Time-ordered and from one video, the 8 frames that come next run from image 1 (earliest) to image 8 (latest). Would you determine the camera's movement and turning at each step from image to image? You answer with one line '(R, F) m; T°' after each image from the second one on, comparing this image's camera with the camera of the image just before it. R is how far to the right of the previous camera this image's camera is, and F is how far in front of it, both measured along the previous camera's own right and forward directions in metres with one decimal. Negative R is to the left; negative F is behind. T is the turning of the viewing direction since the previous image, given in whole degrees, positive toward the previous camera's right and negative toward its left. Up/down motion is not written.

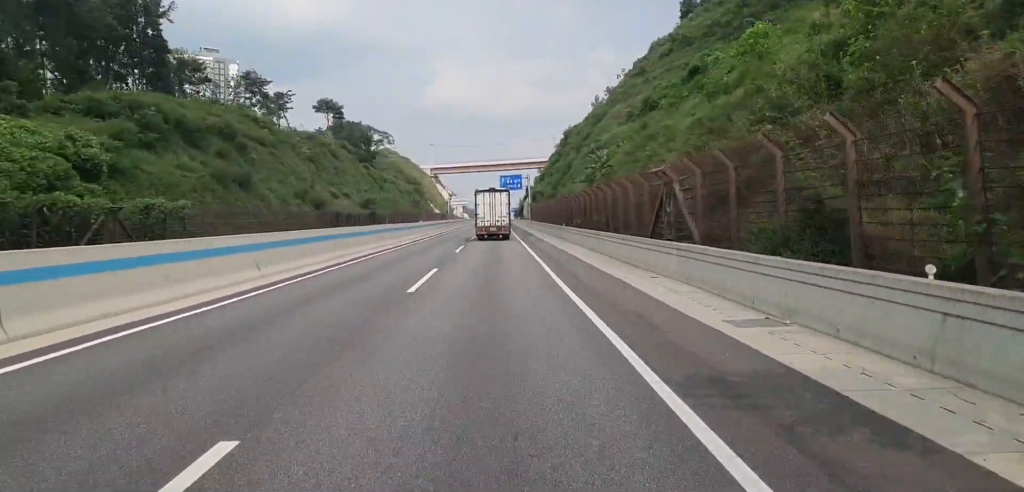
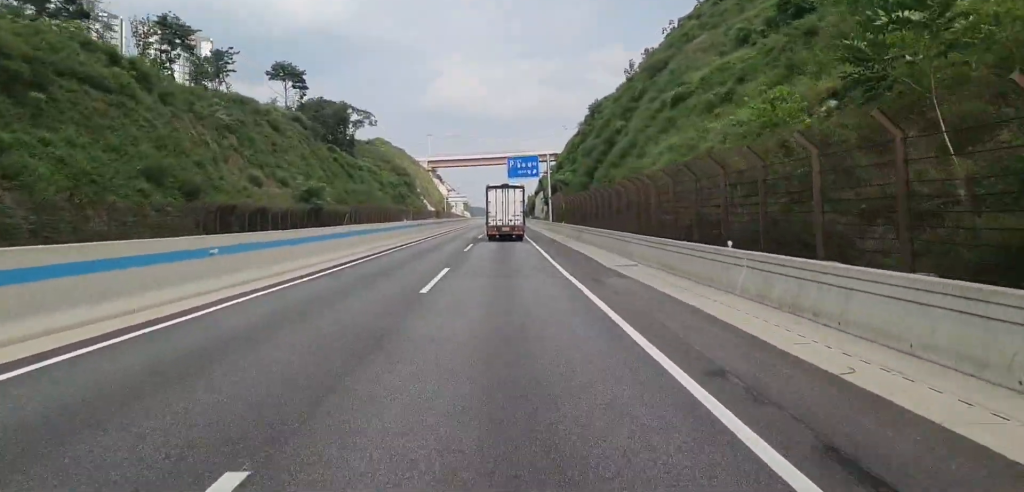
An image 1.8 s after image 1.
(+0.1, +40.6) m; -1°
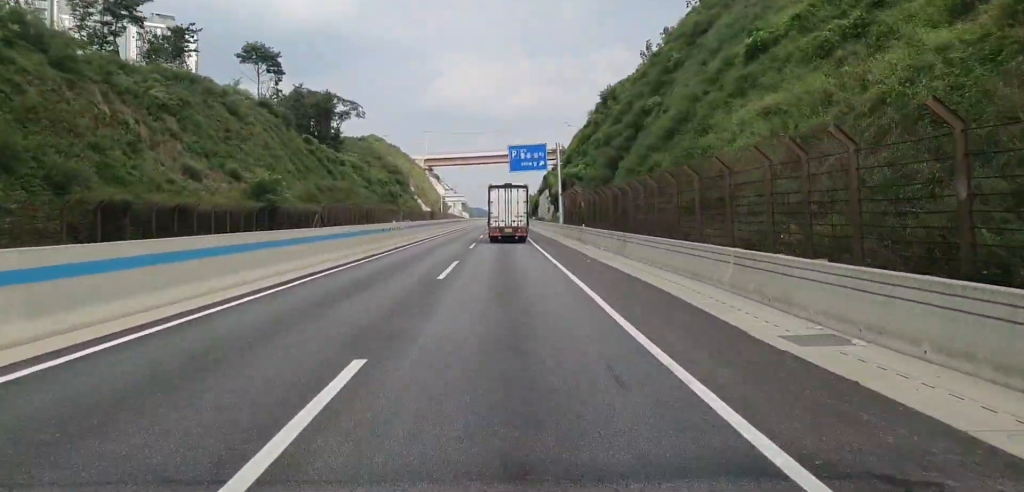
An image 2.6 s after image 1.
(-0.4, +16.2) m; 0°
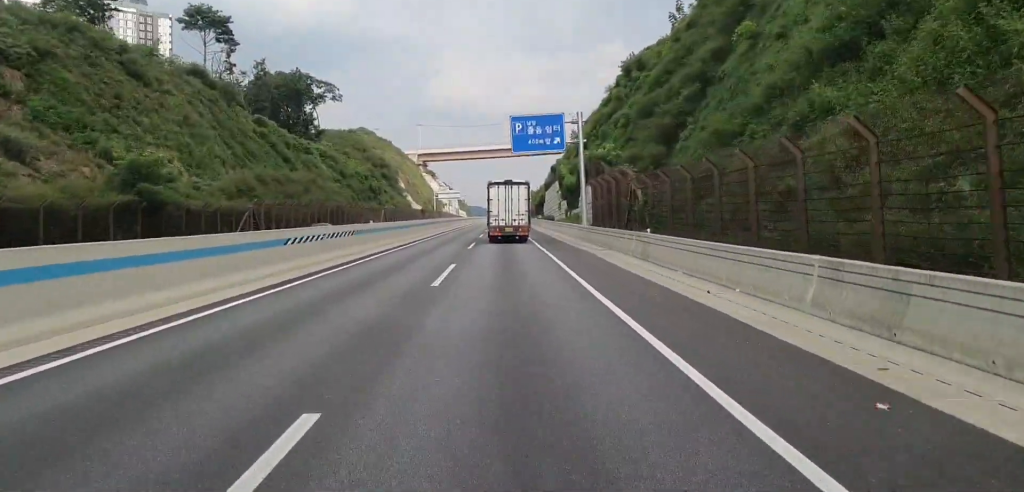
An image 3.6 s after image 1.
(+0.2, +22.7) m; +1°
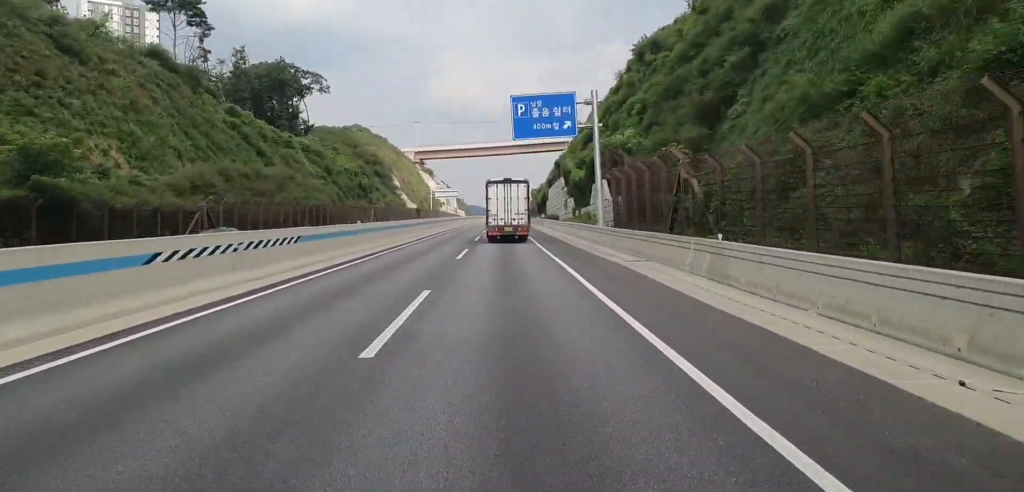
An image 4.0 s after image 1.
(+0.1, +9.5) m; +1°
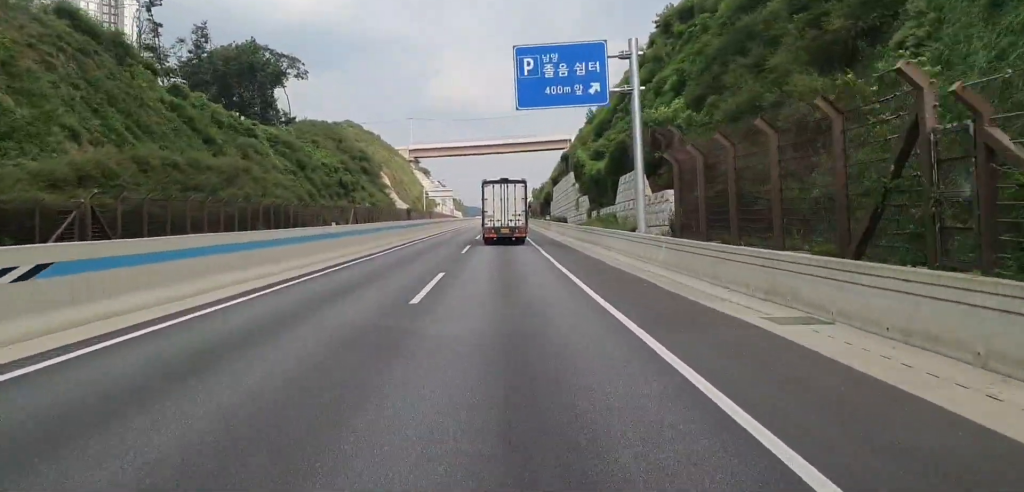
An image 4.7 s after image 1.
(-0.1, +14.5) m; +1°
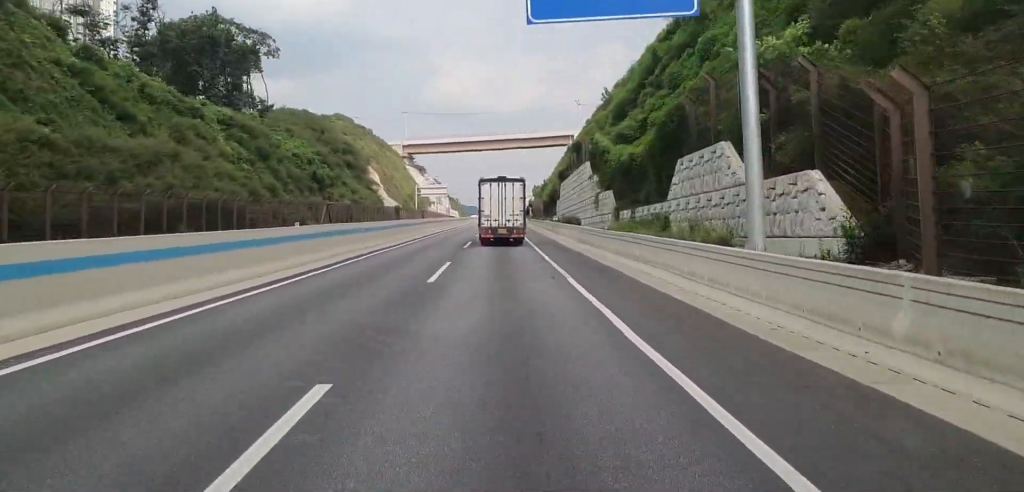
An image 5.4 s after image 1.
(+0.2, +15.1) m; 0°
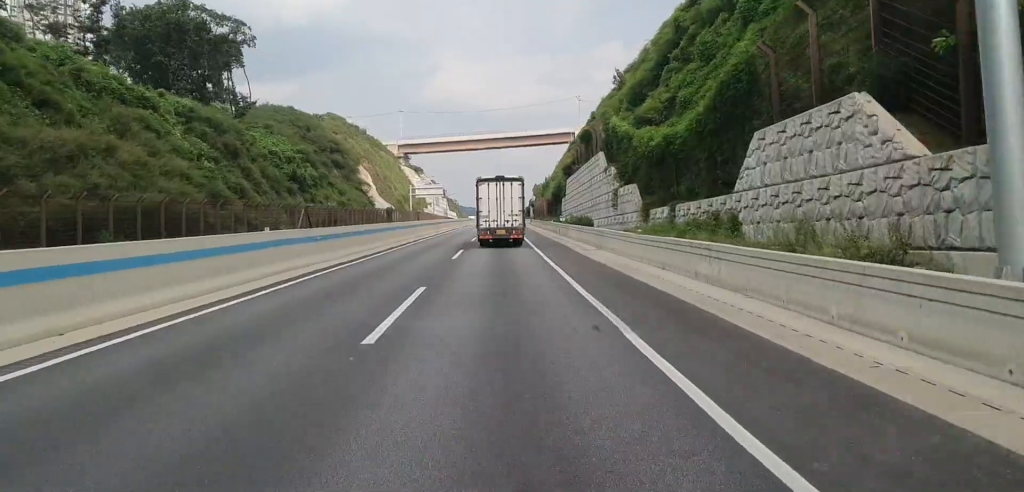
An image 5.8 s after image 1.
(+0.2, +9.3) m; 0°
